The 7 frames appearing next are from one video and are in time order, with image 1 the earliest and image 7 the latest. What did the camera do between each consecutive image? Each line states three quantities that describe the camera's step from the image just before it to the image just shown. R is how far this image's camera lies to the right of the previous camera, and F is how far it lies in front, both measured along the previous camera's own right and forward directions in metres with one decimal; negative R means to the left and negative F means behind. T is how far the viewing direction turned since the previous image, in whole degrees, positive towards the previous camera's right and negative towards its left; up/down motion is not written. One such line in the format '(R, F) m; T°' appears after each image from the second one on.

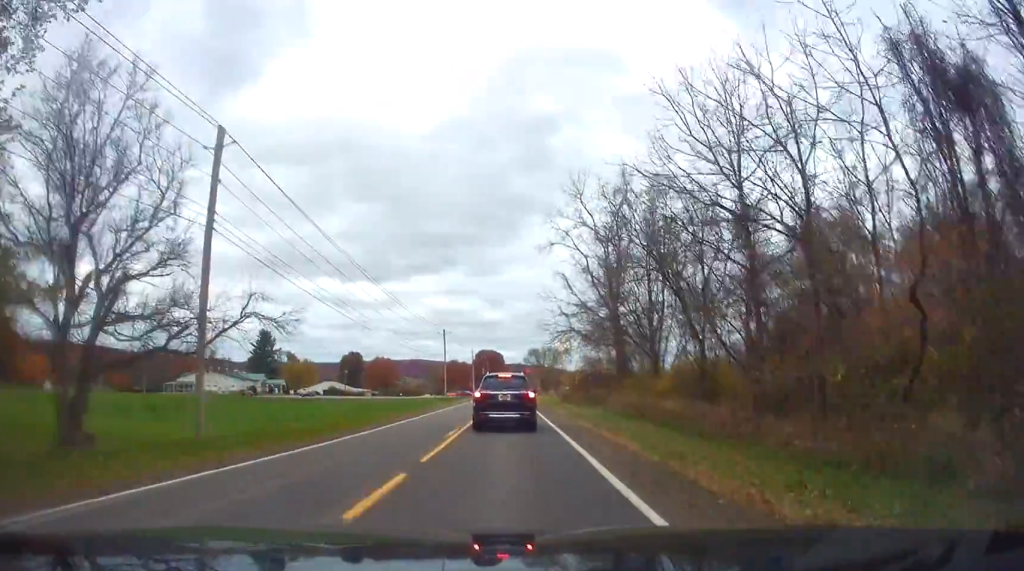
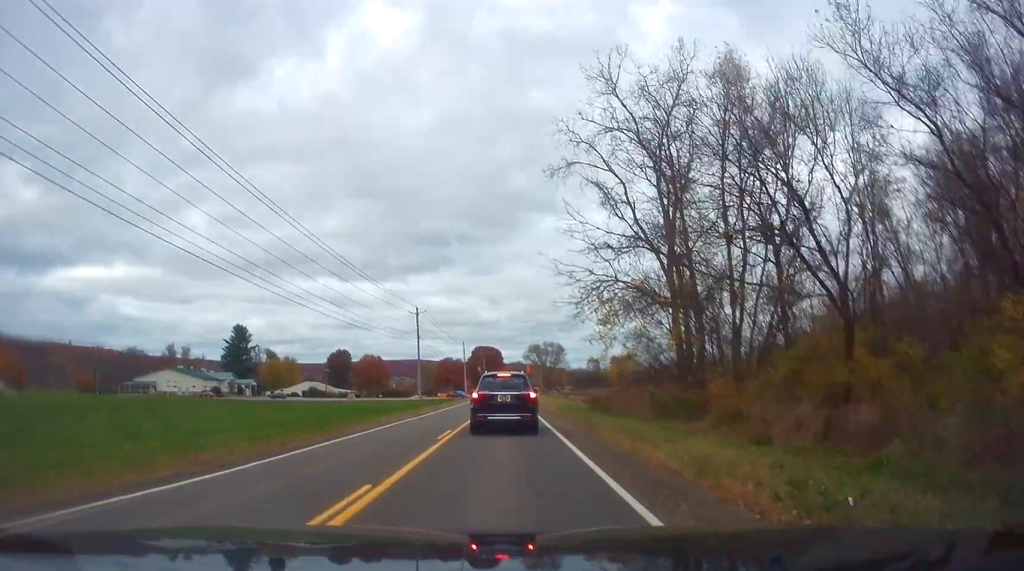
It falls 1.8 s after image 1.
(-0.5, +27.2) m; -2°
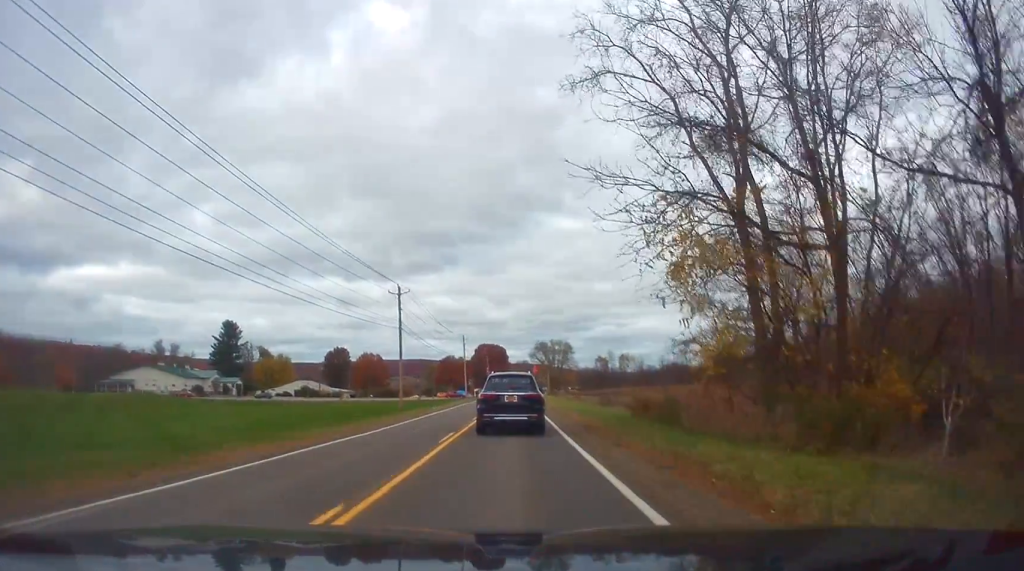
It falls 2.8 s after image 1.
(-0.1, +15.2) m; 0°
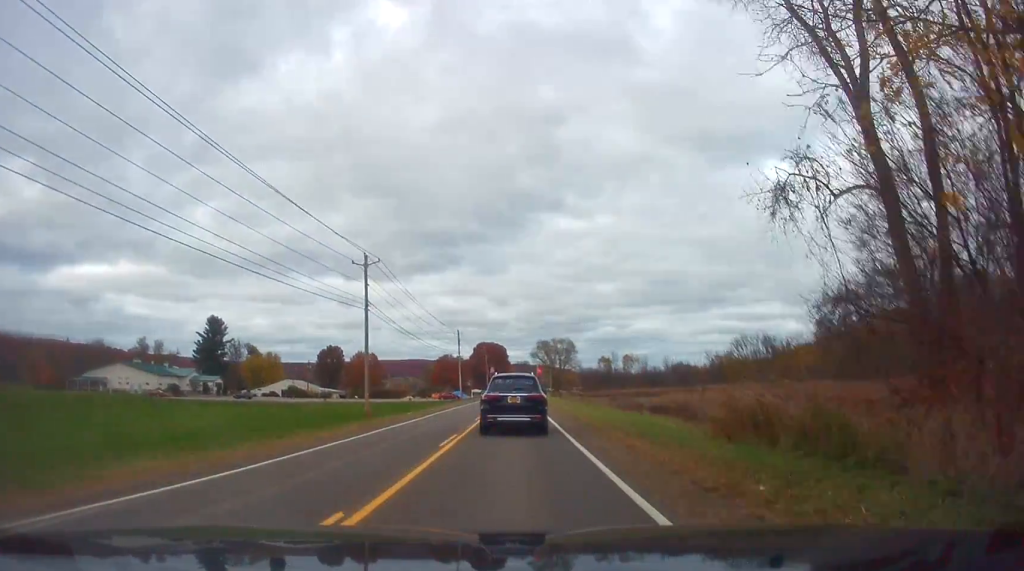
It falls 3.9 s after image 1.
(+0.1, +13.7) m; -1°
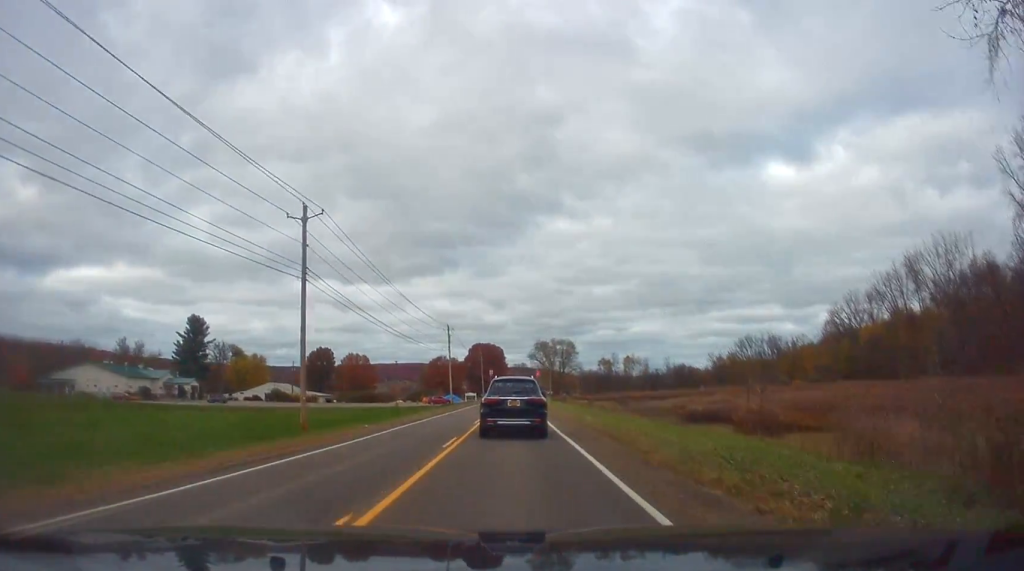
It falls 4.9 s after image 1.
(-0.3, +12.5) m; +1°
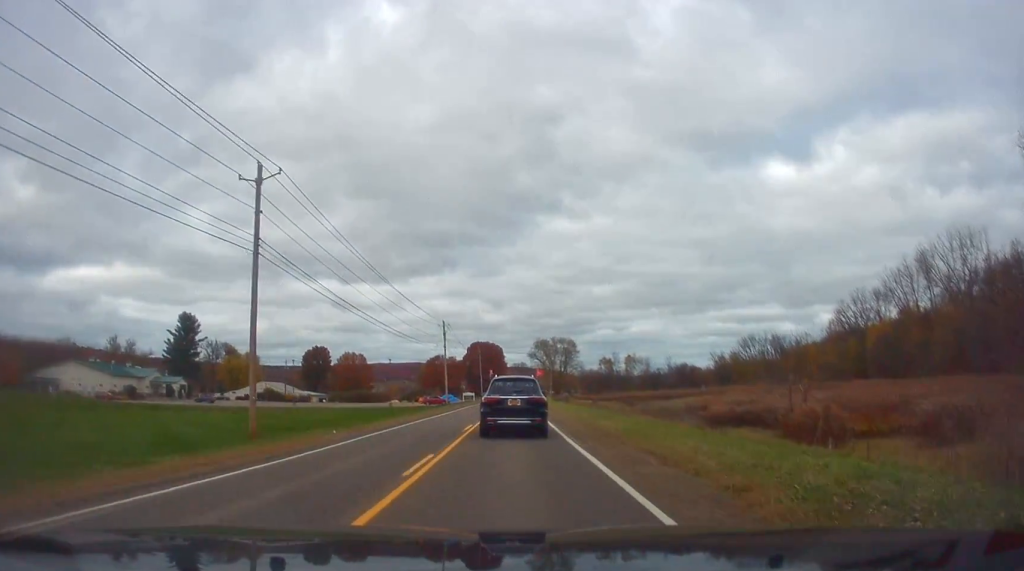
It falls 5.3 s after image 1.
(+0.3, +5.6) m; +1°
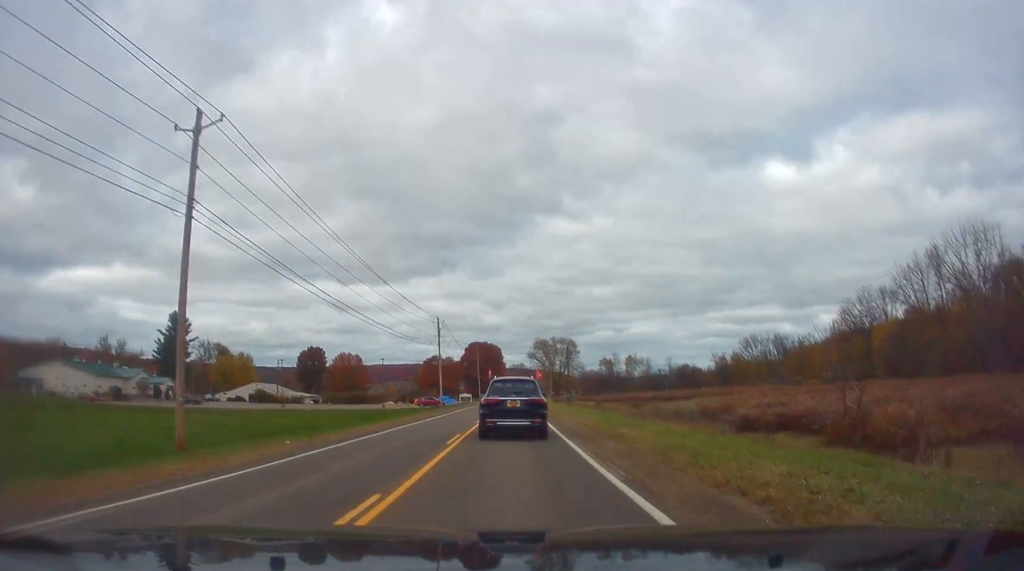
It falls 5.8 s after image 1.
(0.0, +5.2) m; 0°
